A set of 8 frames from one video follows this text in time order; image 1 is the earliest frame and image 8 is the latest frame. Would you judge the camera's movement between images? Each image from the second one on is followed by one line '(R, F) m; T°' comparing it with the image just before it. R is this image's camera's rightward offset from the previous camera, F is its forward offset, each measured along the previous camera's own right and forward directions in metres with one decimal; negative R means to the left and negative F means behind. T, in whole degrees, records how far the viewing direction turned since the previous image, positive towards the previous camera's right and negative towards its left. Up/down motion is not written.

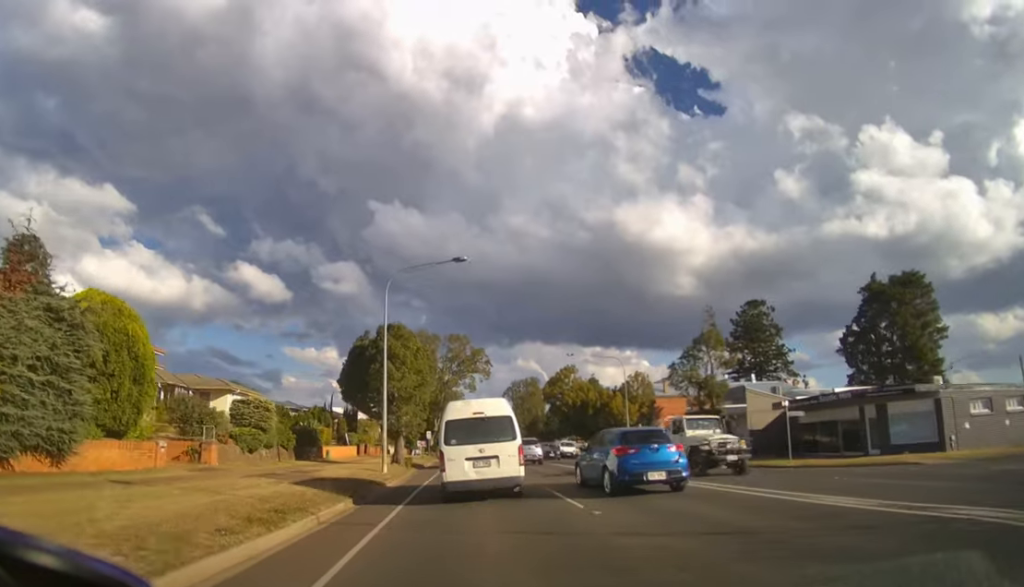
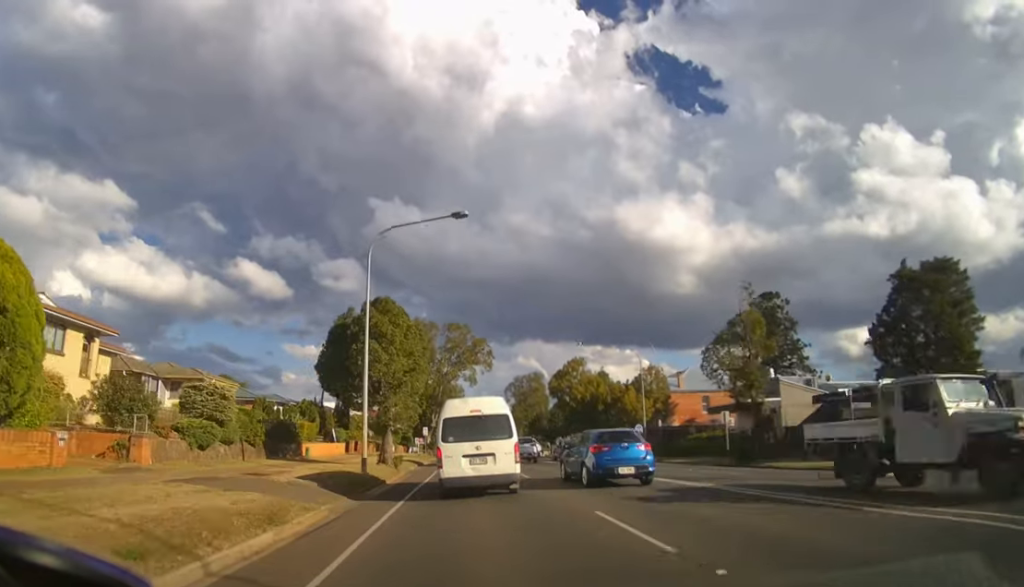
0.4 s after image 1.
(0.0, +4.4) m; 0°
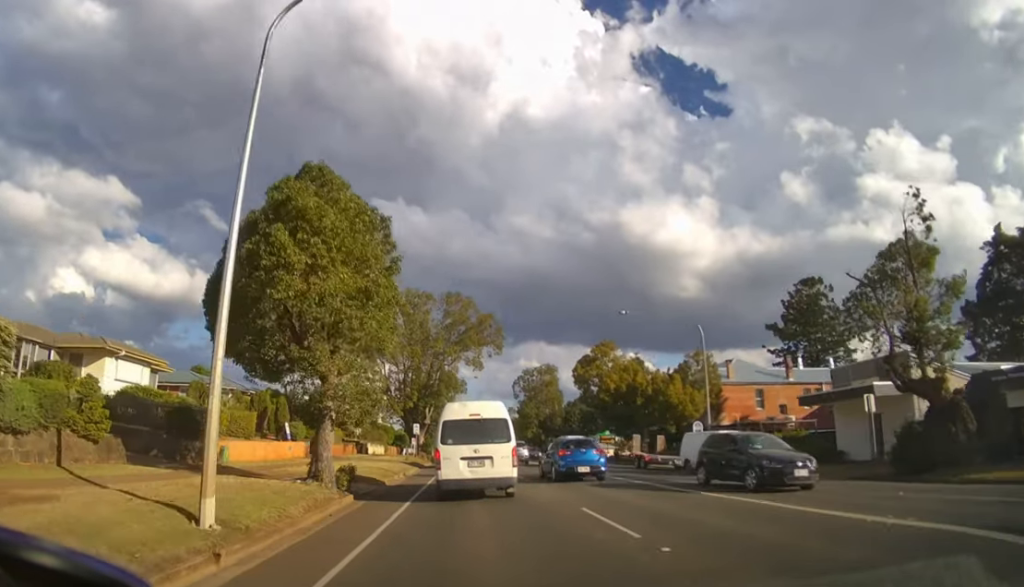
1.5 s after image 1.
(0.0, +11.2) m; 0°
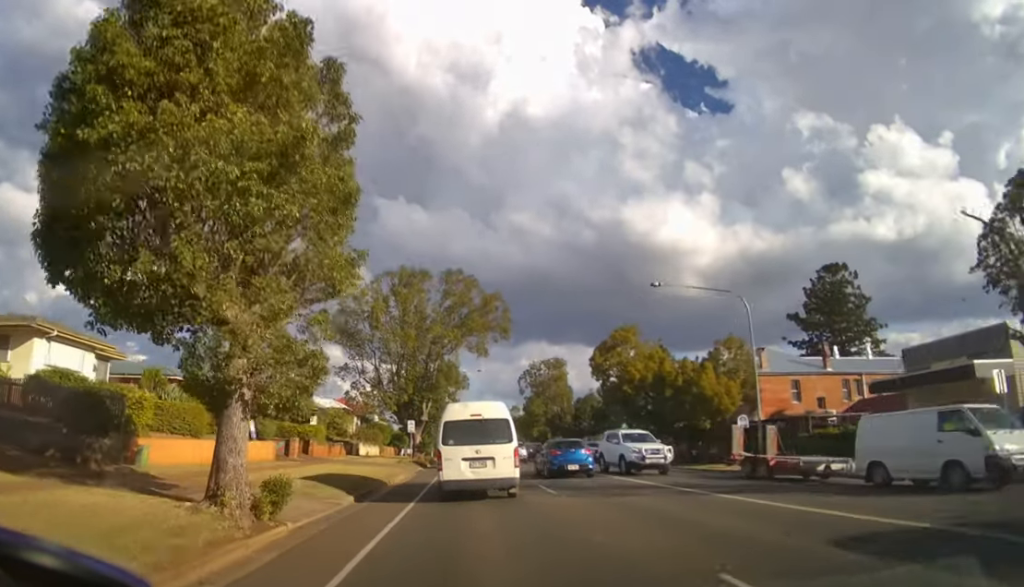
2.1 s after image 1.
(0.0, +5.6) m; 0°
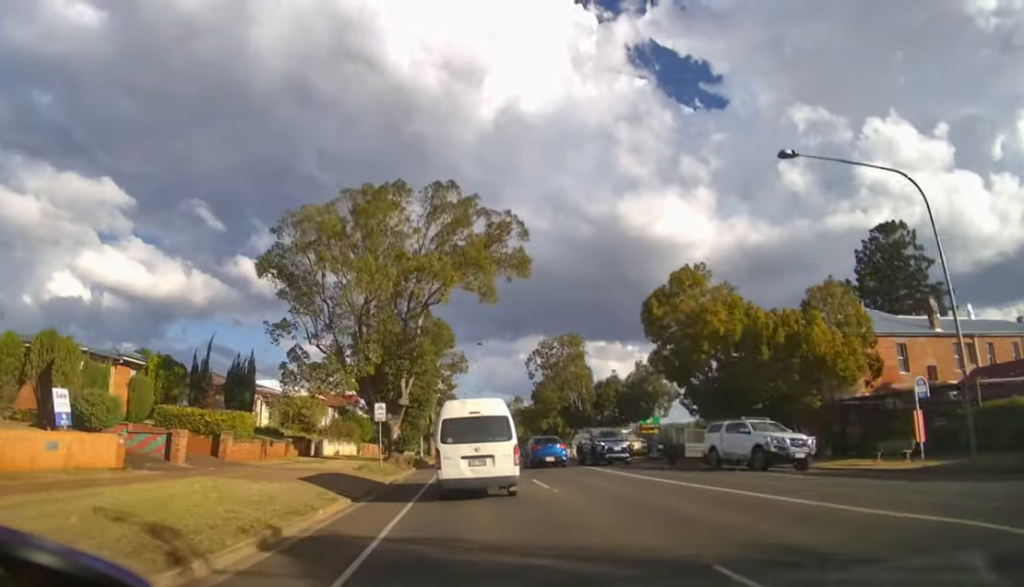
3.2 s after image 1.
(+0.1, +12.5) m; 0°
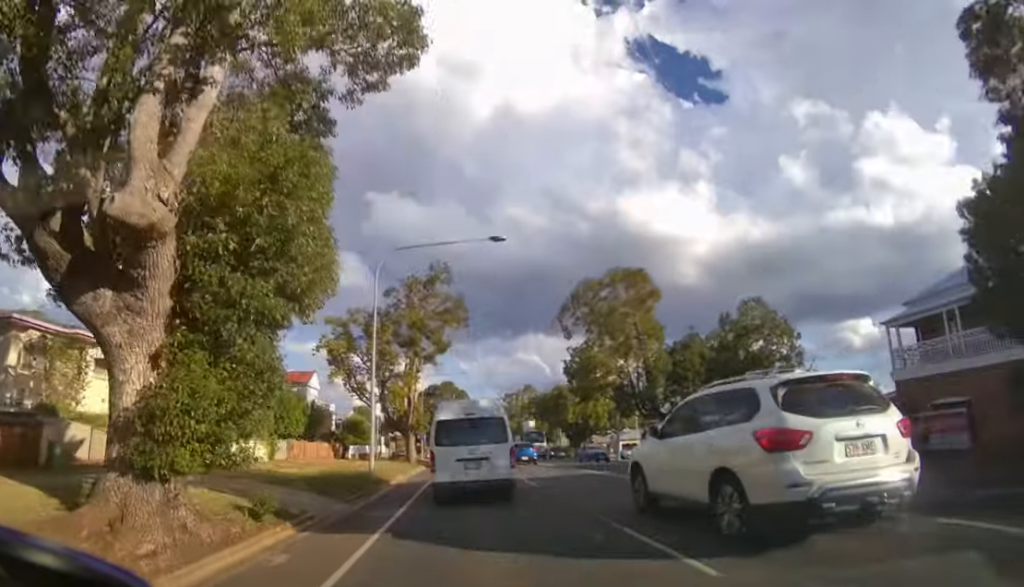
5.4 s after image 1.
(-0.2, +24.1) m; -1°
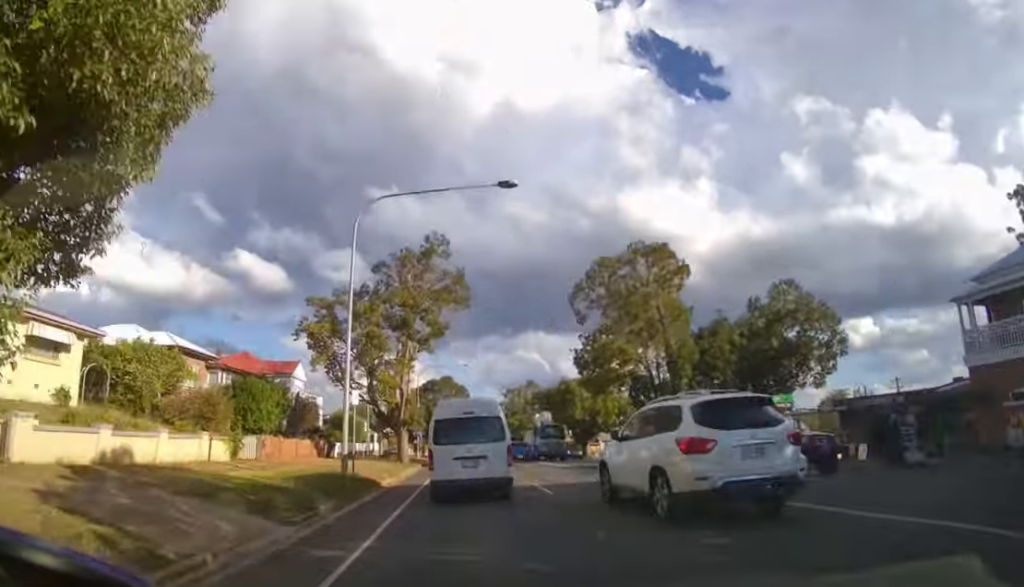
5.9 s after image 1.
(0.0, +4.7) m; 0°
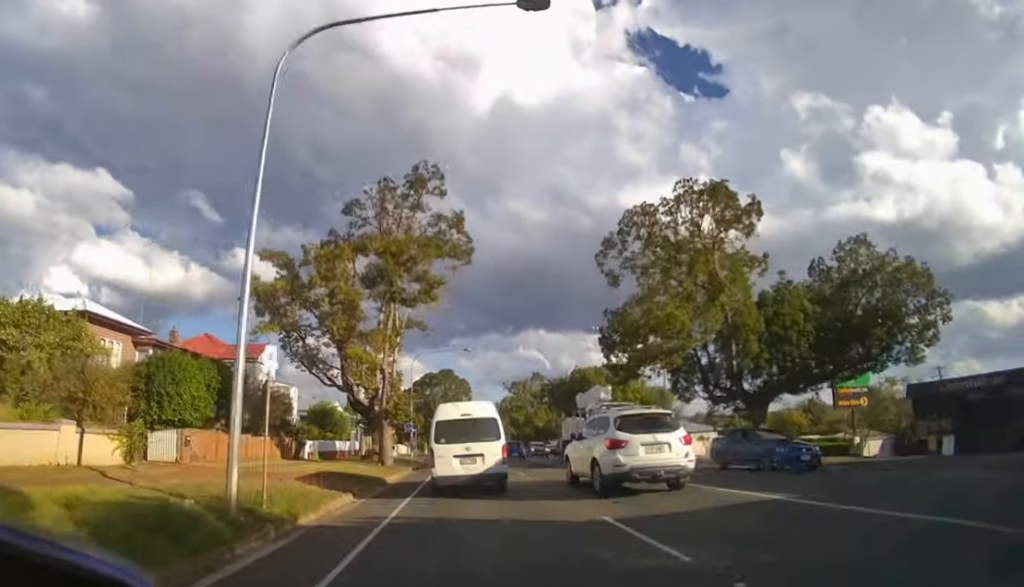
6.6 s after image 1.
(0.0, +7.0) m; 0°
